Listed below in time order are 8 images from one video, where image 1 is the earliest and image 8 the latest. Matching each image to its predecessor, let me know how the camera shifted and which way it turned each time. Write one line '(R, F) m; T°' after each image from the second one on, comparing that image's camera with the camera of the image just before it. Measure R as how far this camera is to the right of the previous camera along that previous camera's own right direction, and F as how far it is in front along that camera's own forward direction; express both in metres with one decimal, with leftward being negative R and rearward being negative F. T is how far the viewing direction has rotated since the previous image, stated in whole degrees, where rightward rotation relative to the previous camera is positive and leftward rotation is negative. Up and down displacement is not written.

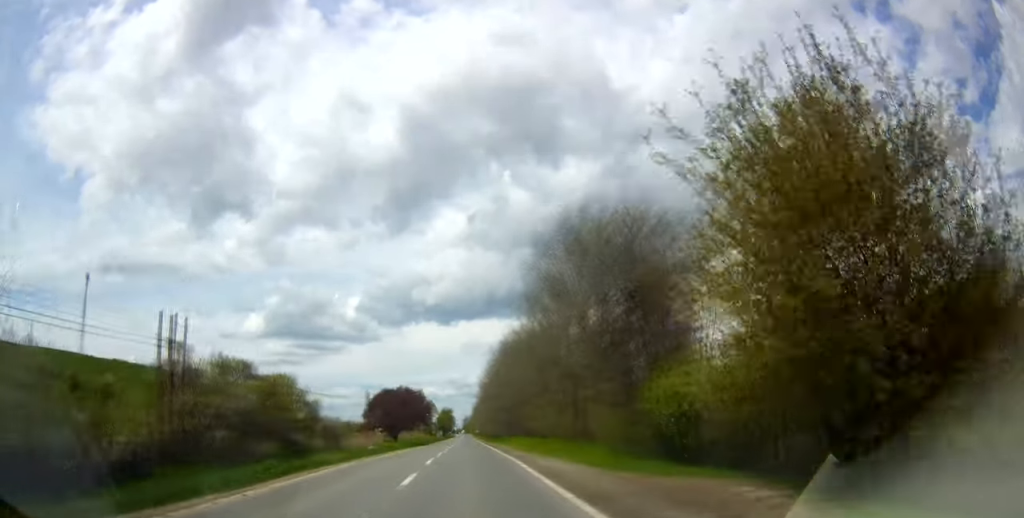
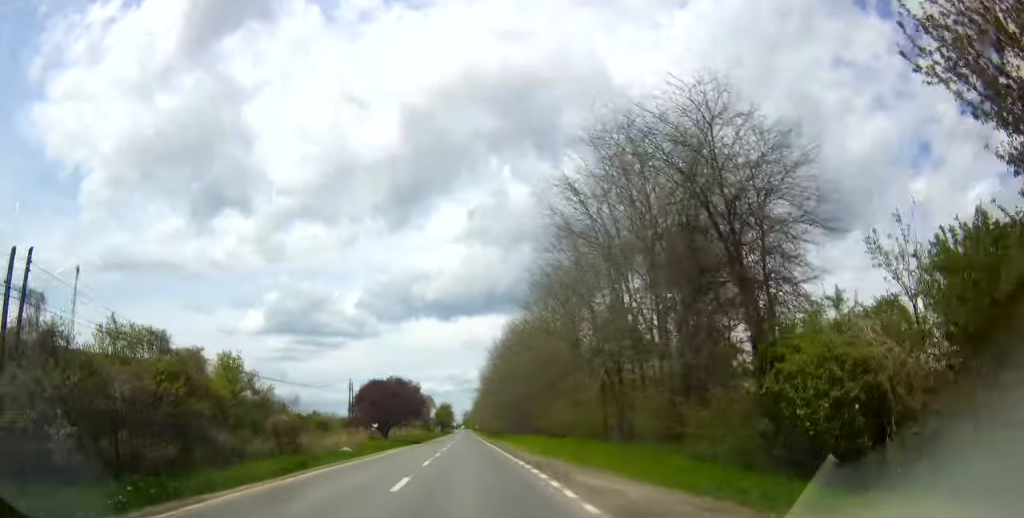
(+0.1, +11.4) m; 0°
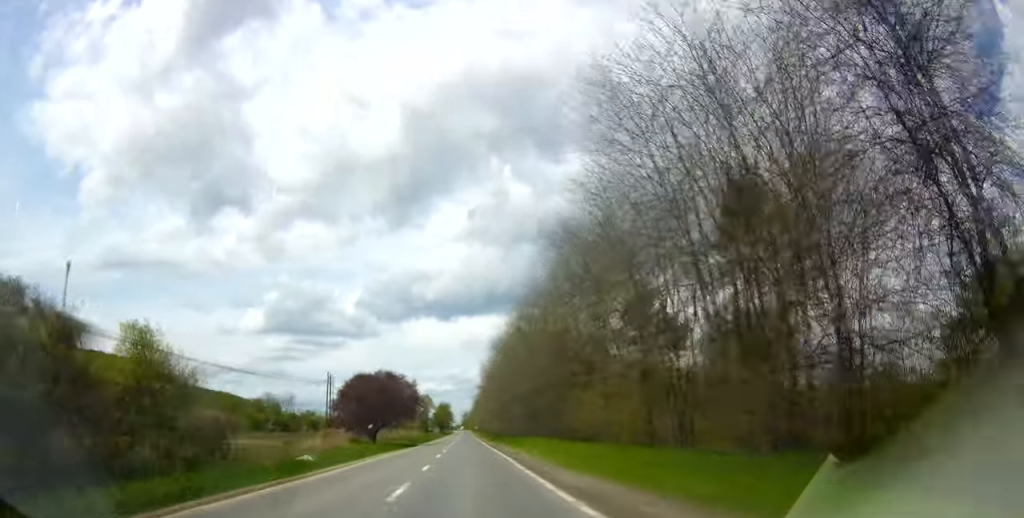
(+0.1, +10.4) m; 0°
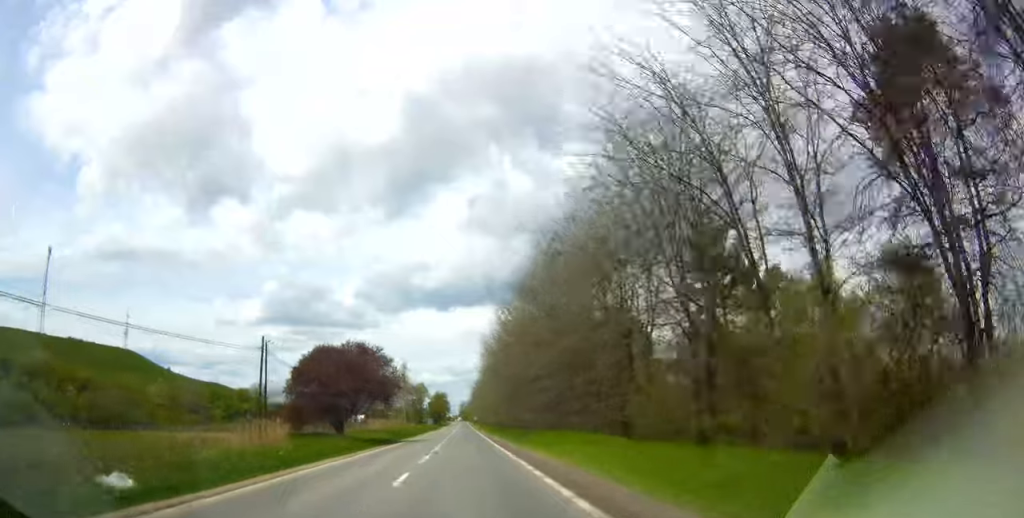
(0.0, +17.4) m; 0°
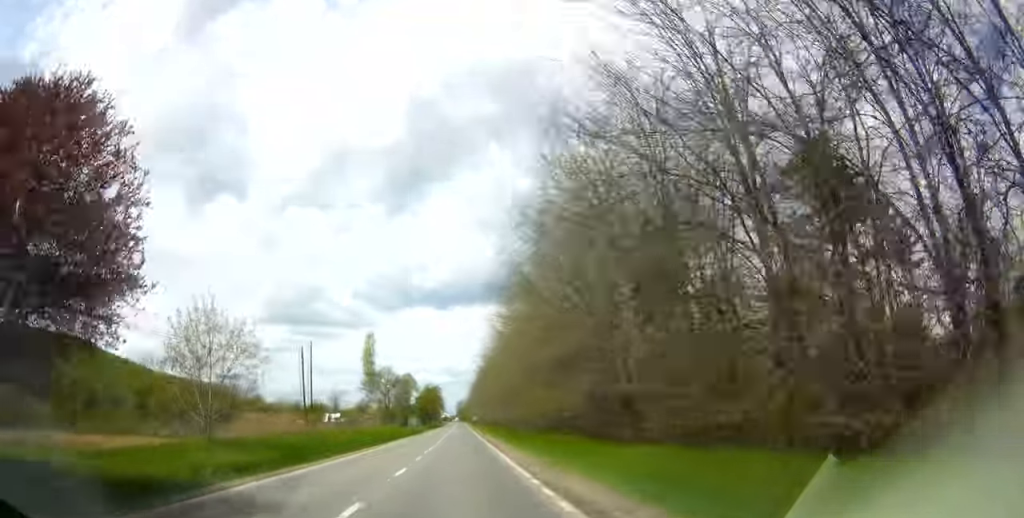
(0.0, +37.1) m; 0°
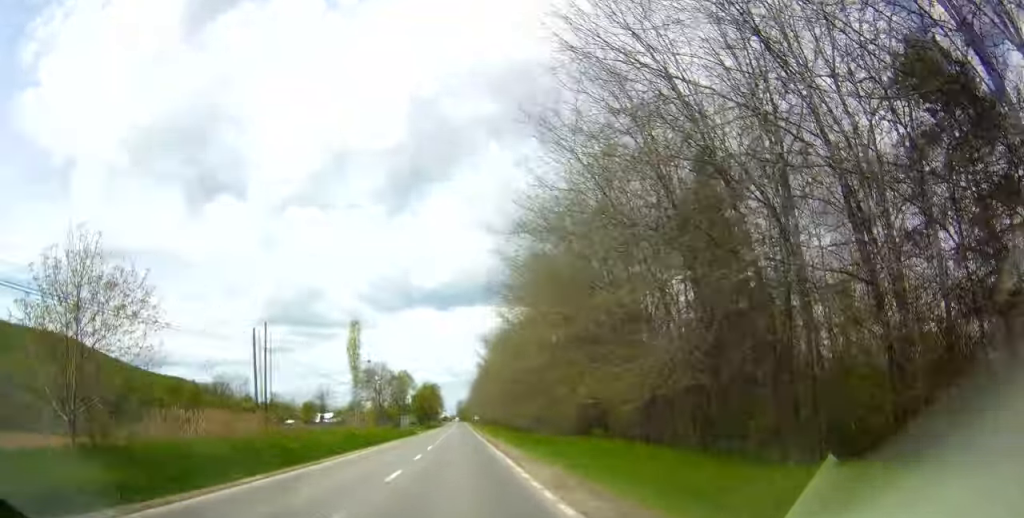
(0.0, +8.0) m; 0°
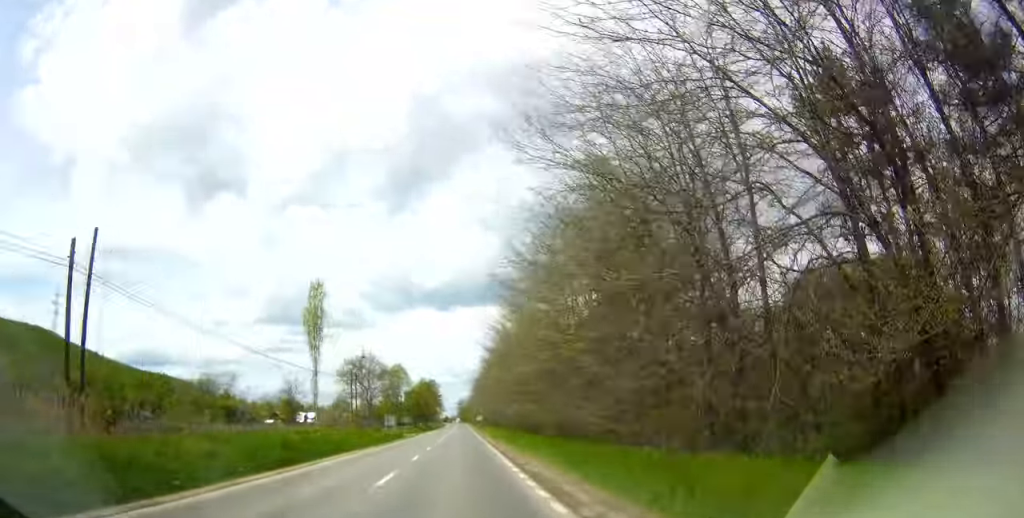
(0.0, +15.0) m; 0°
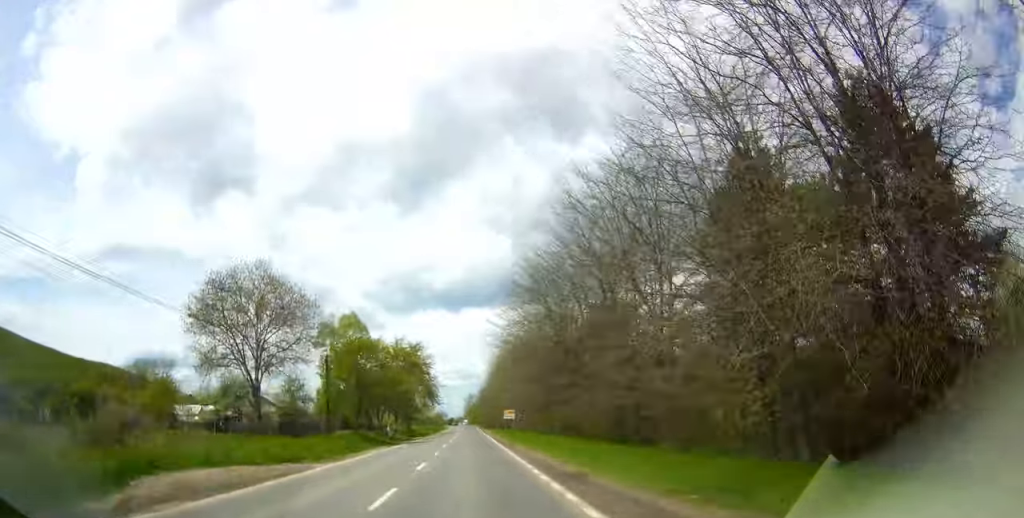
(0.0, +70.2) m; 0°
